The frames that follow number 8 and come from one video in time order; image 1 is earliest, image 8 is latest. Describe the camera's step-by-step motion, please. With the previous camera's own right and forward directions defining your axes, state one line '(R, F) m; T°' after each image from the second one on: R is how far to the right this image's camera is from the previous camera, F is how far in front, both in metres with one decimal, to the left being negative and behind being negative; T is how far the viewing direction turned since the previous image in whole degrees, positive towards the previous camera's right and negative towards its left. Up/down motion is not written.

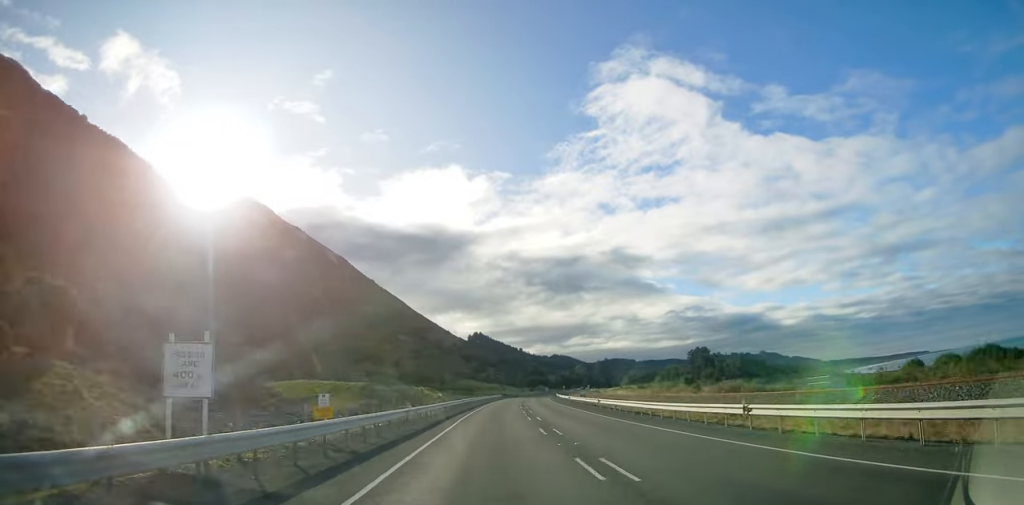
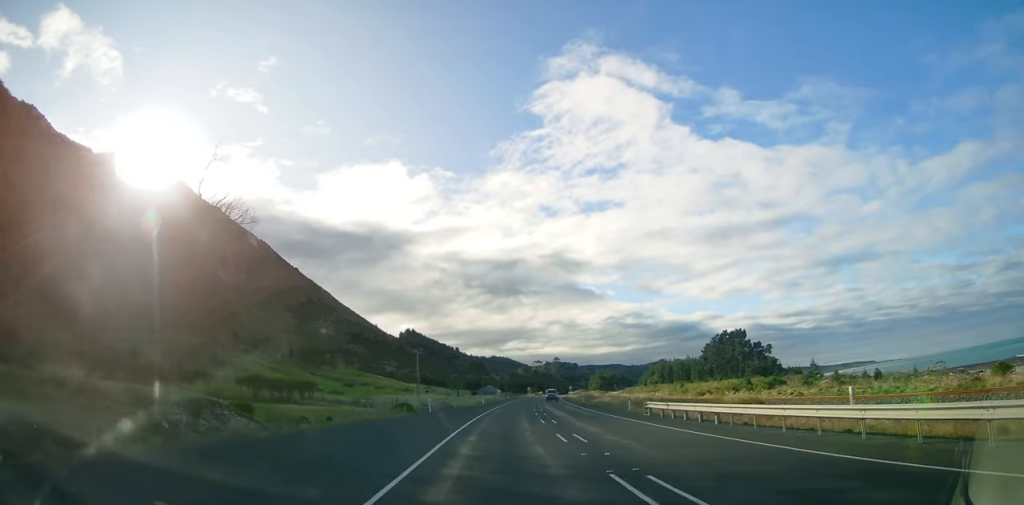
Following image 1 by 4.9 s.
(+7.3, +121.9) m; +7°
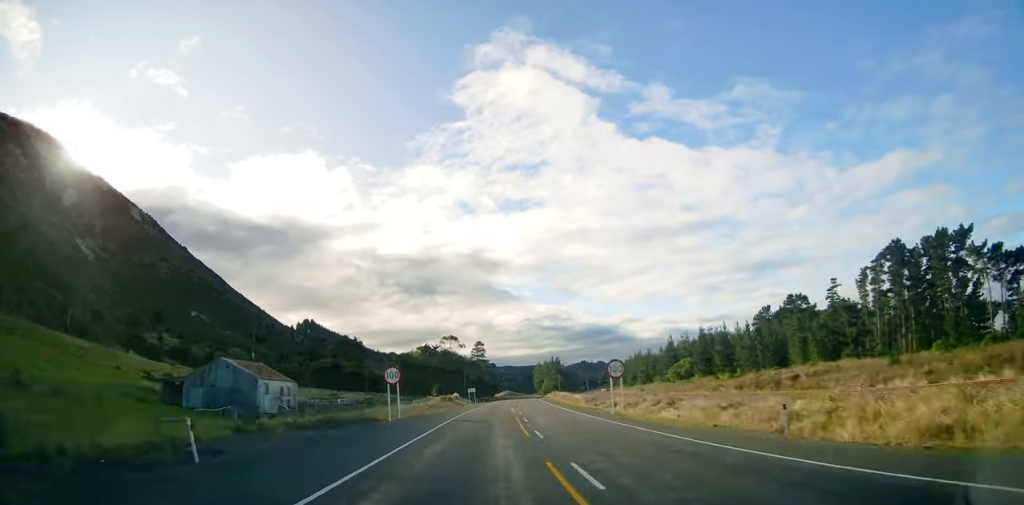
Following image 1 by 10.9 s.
(+14.2, +149.7) m; +9°
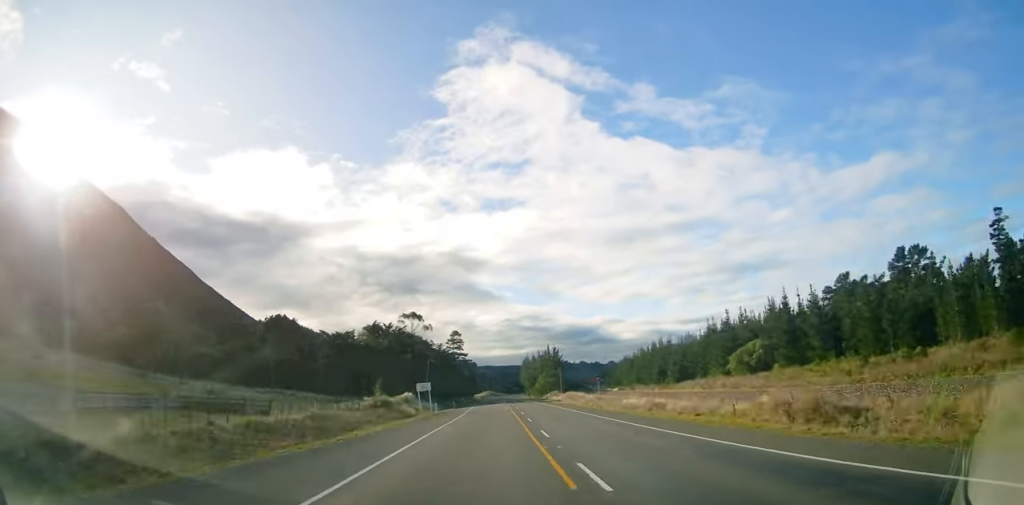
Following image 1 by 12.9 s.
(+0.4, +50.9) m; +1°
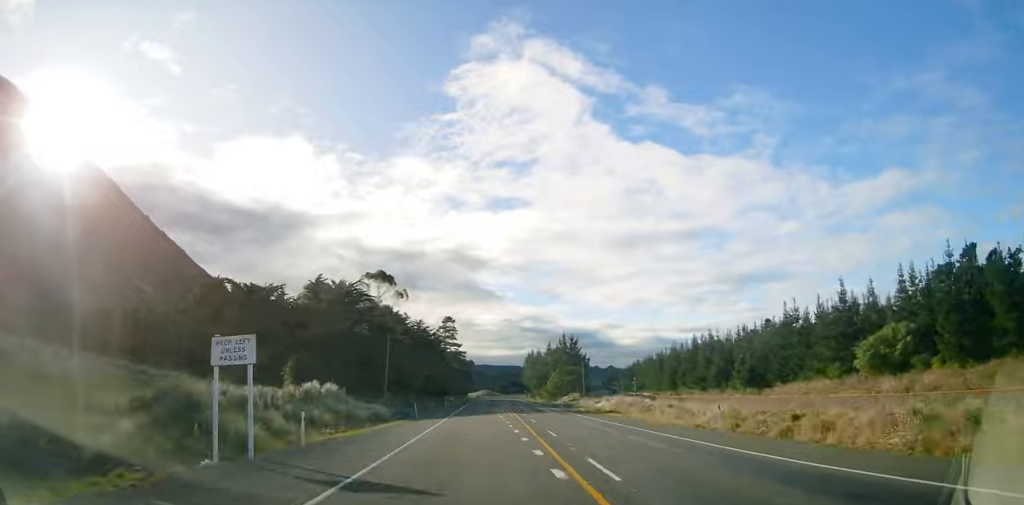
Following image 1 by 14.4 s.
(-0.1, +38.3) m; 0°
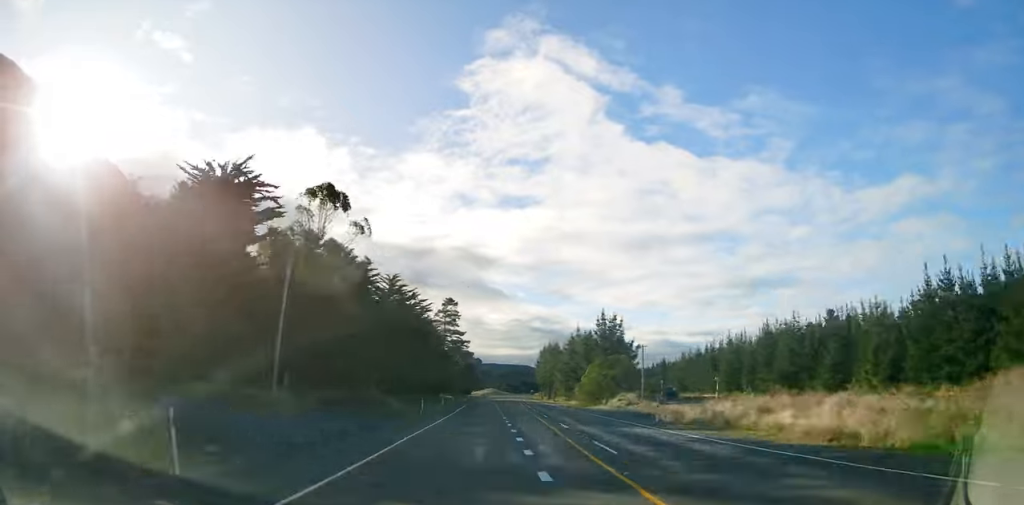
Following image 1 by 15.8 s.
(+0.1, +36.2) m; 0°
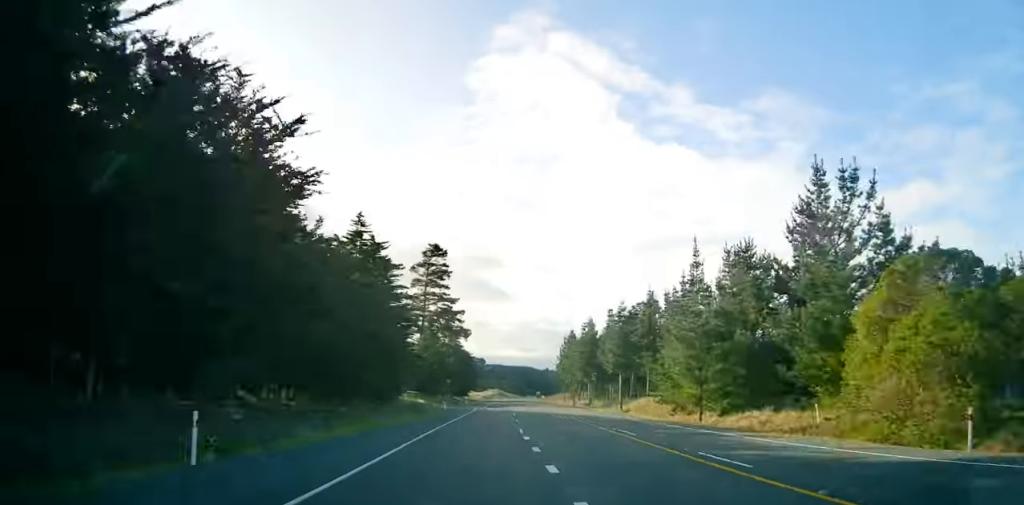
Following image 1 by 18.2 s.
(+0.1, +62.5) m; 0°
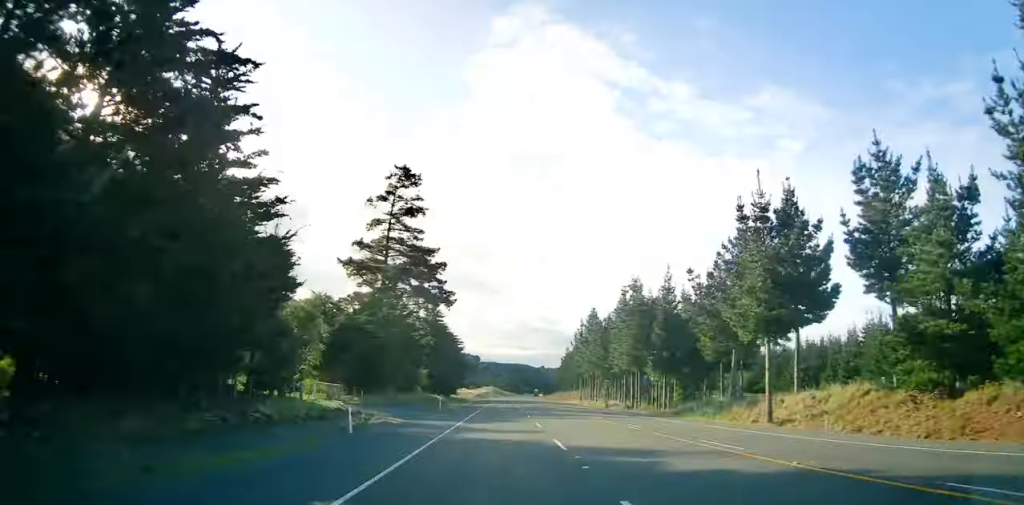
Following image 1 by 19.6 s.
(-0.5, +36.8) m; +1°
